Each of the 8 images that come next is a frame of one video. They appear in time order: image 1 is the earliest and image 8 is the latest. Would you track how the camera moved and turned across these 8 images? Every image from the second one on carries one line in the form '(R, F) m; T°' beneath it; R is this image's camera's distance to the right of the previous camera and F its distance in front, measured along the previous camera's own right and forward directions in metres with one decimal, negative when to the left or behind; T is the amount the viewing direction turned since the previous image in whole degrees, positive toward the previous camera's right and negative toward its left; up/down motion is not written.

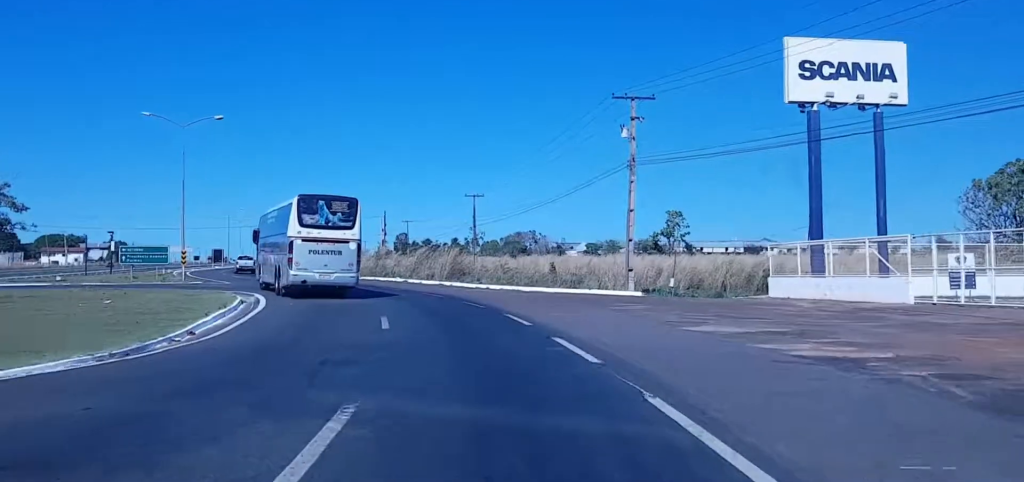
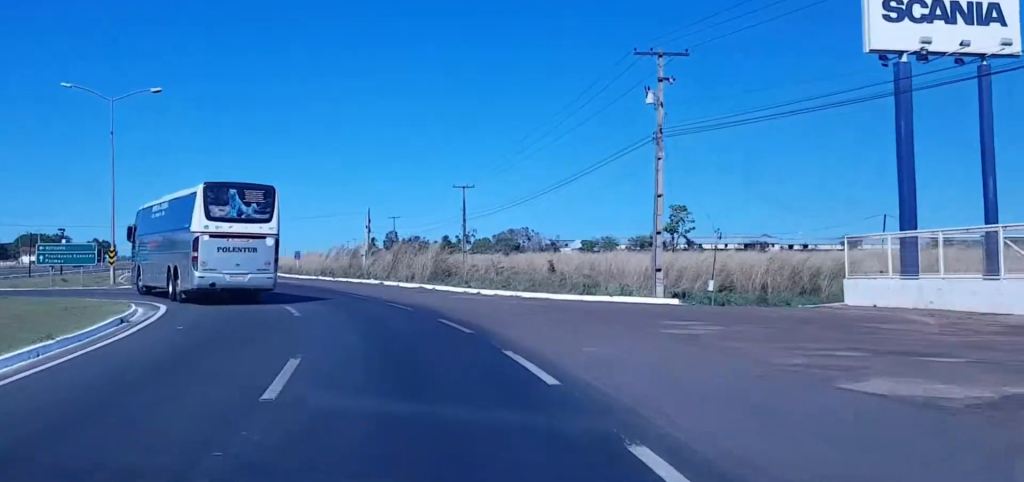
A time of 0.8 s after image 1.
(-0.2, +8.6) m; -2°
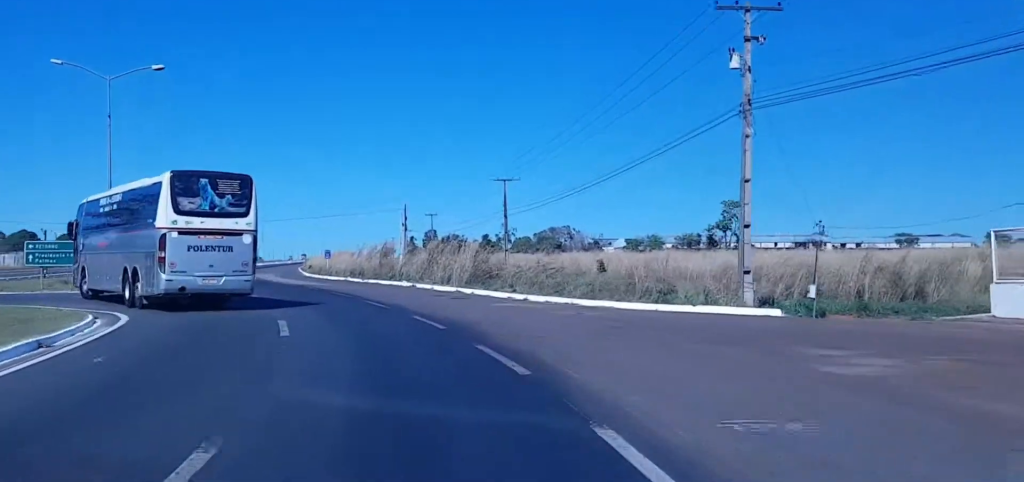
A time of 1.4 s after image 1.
(-0.1, +5.5) m; -1°
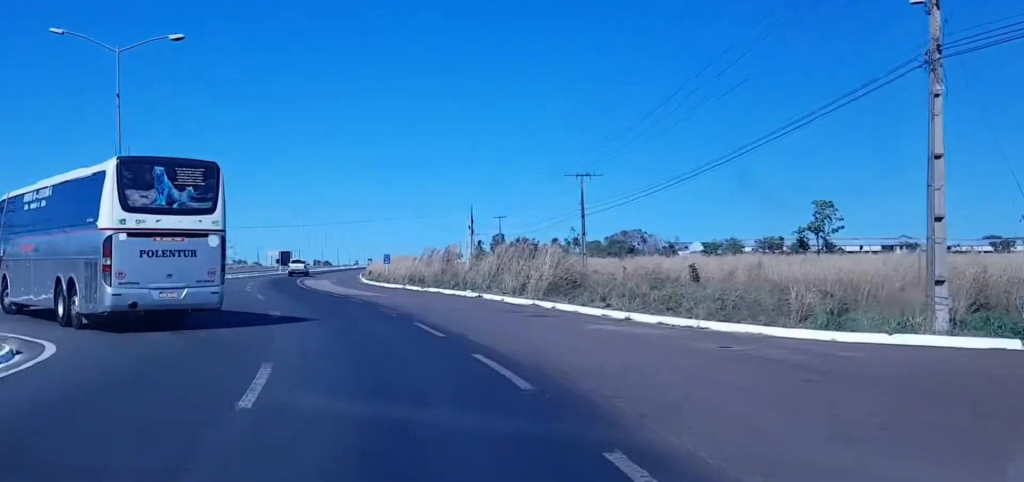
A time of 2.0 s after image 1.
(0.0, +7.4) m; -1°
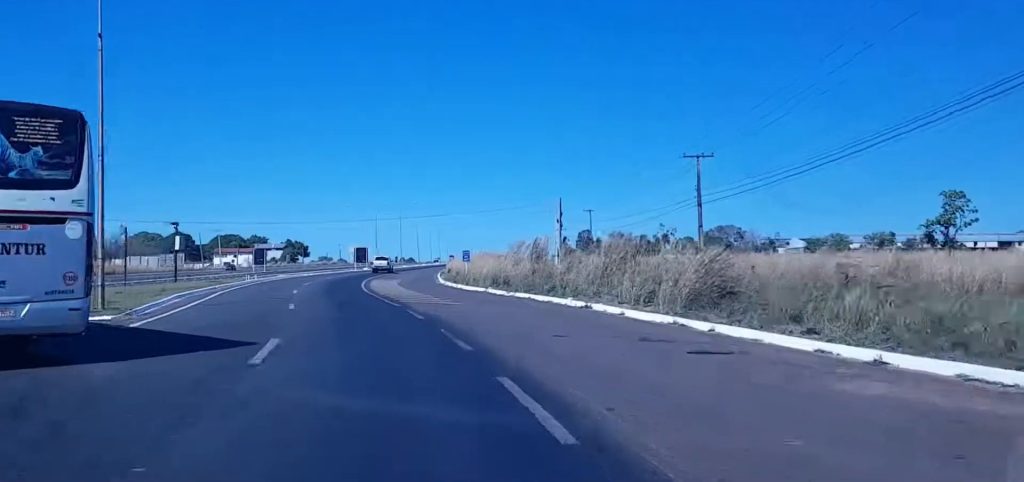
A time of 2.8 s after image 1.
(-0.1, +9.8) m; -1°
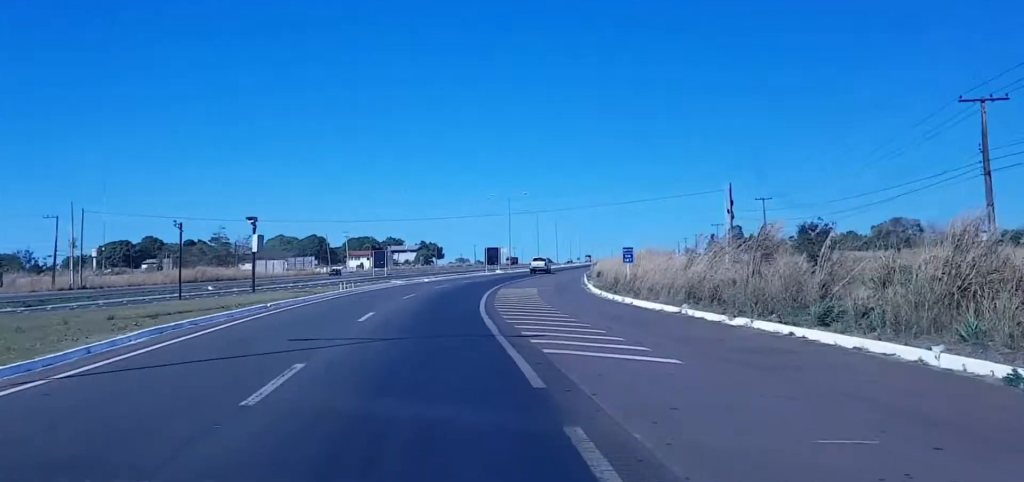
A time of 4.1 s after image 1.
(-0.4, +17.0) m; -5°
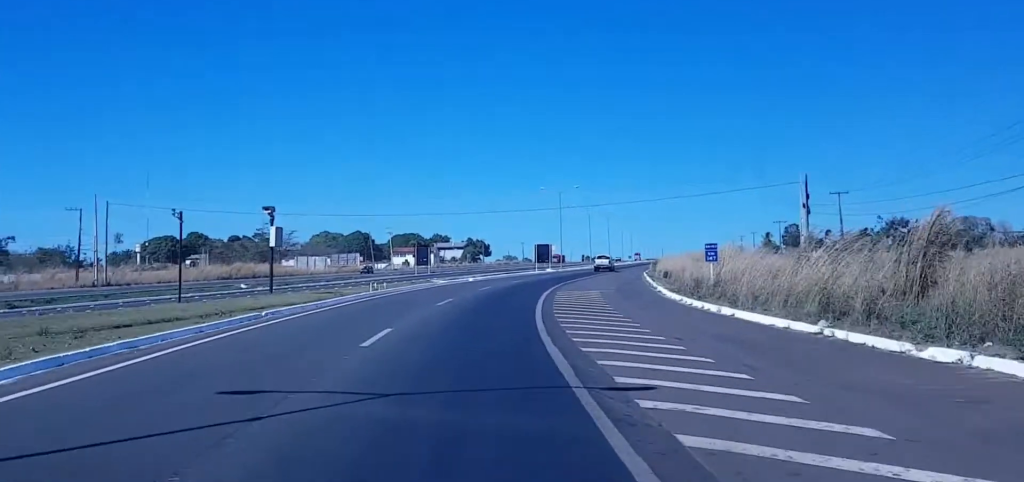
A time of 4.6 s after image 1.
(-0.1, +7.6) m; -3°
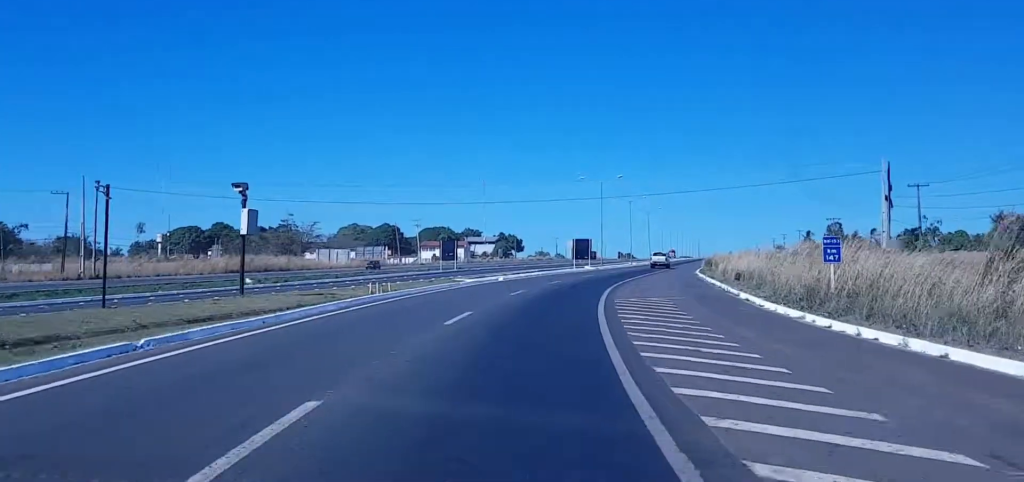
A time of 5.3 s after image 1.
(-0.7, +11.2) m; -4°
